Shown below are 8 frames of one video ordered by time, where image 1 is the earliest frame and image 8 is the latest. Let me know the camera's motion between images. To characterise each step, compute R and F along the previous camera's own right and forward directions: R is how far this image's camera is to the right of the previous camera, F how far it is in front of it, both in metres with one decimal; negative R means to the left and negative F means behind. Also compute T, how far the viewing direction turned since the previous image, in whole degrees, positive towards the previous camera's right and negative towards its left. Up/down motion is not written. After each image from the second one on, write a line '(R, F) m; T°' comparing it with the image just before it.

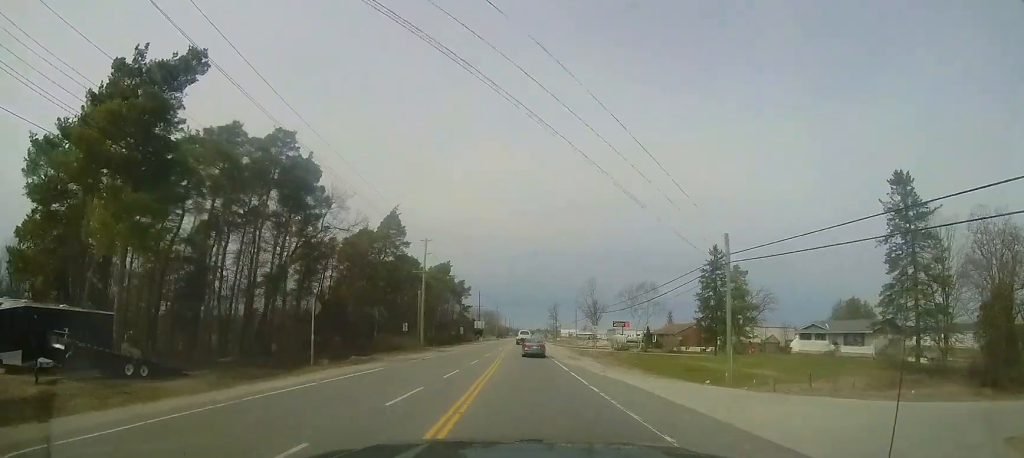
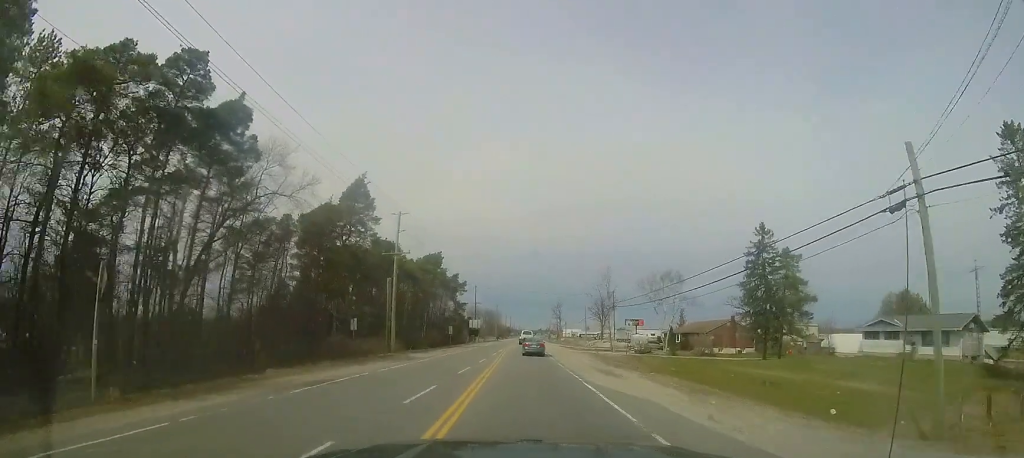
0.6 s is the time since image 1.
(0.0, +11.8) m; 0°
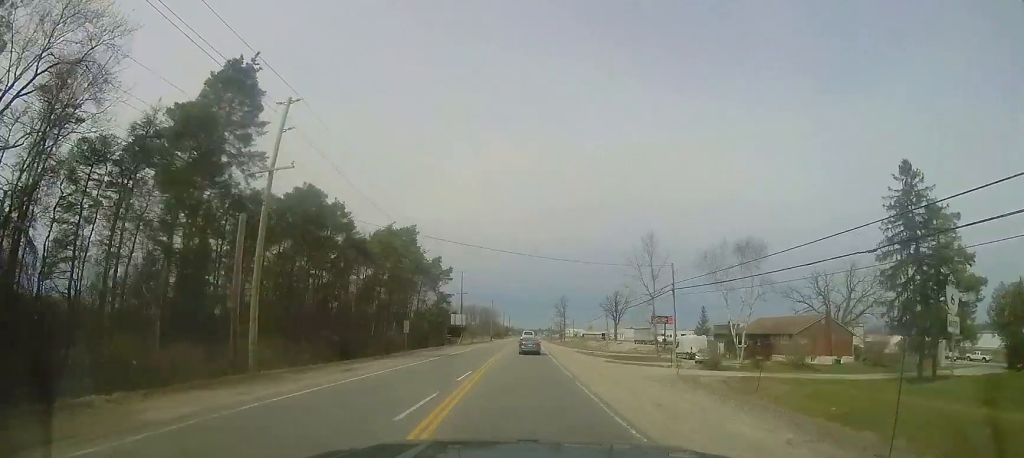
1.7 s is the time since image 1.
(0.0, +20.8) m; 0°
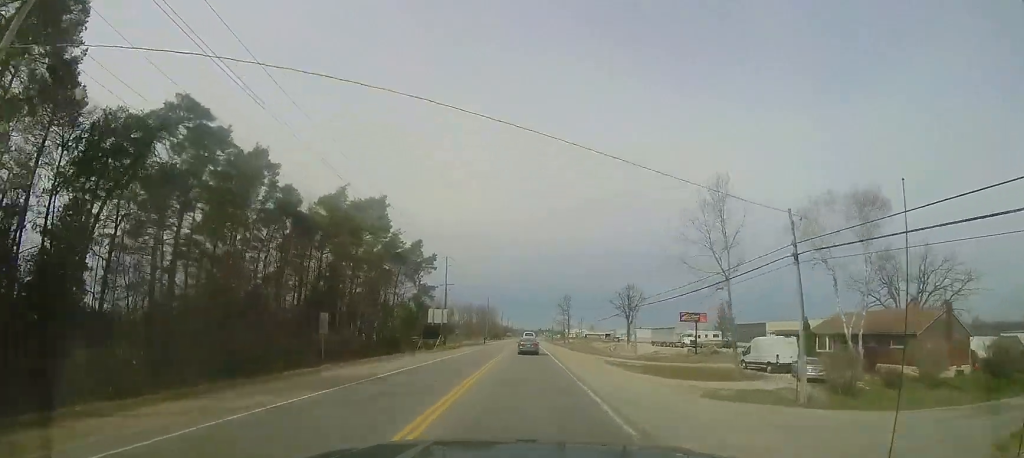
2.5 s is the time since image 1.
(0.0, +14.7) m; 0°
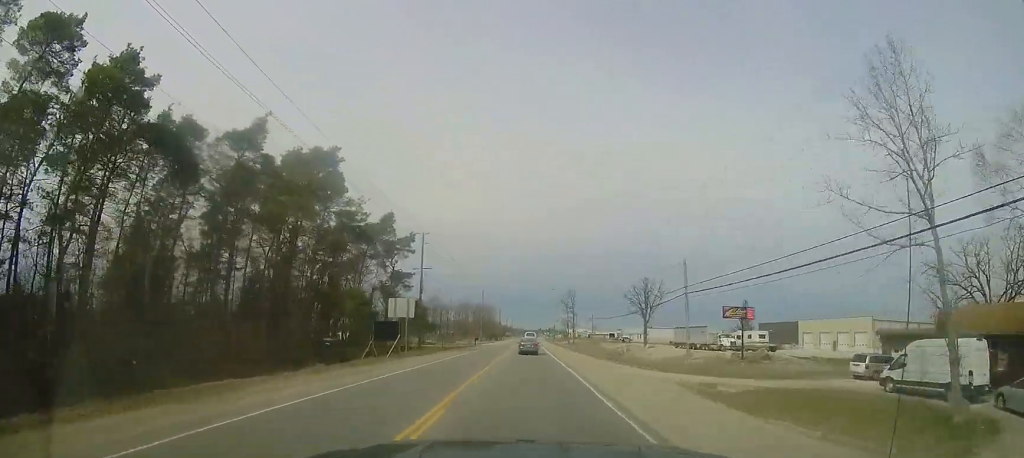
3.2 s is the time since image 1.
(-0.3, +14.2) m; 0°
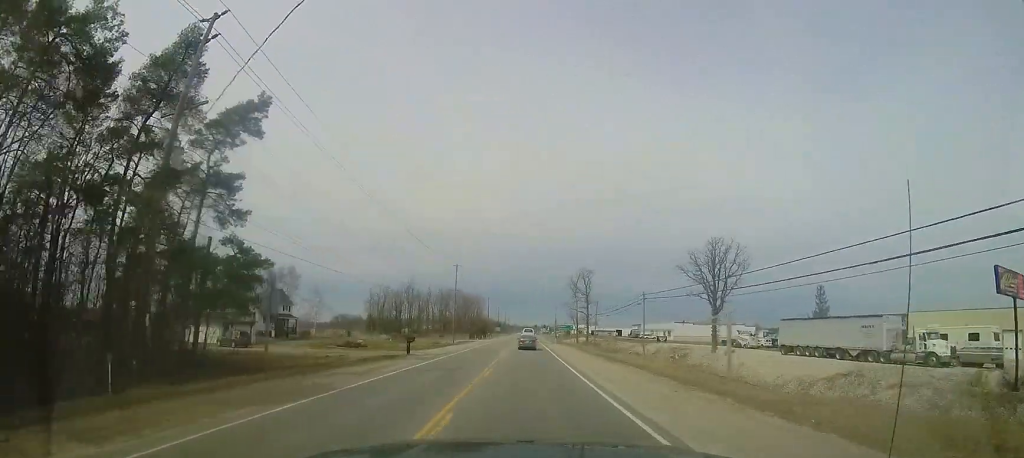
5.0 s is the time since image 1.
(+0.8, +34.9) m; +1°
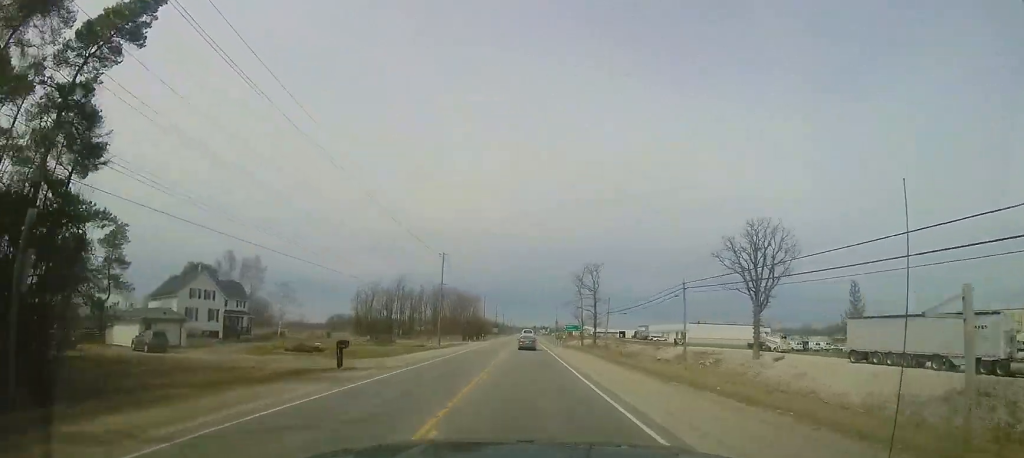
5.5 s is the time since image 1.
(0.0, +10.9) m; 0°
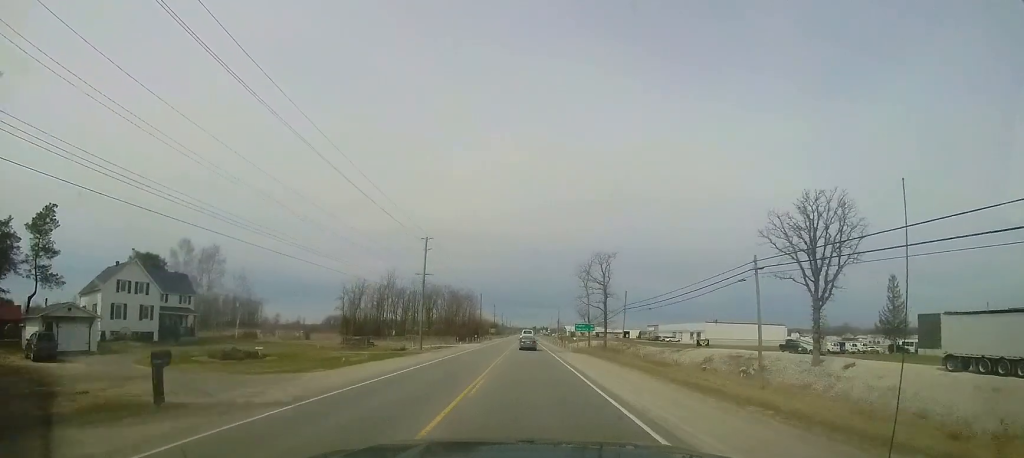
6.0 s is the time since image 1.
(0.0, +10.2) m; 0°
